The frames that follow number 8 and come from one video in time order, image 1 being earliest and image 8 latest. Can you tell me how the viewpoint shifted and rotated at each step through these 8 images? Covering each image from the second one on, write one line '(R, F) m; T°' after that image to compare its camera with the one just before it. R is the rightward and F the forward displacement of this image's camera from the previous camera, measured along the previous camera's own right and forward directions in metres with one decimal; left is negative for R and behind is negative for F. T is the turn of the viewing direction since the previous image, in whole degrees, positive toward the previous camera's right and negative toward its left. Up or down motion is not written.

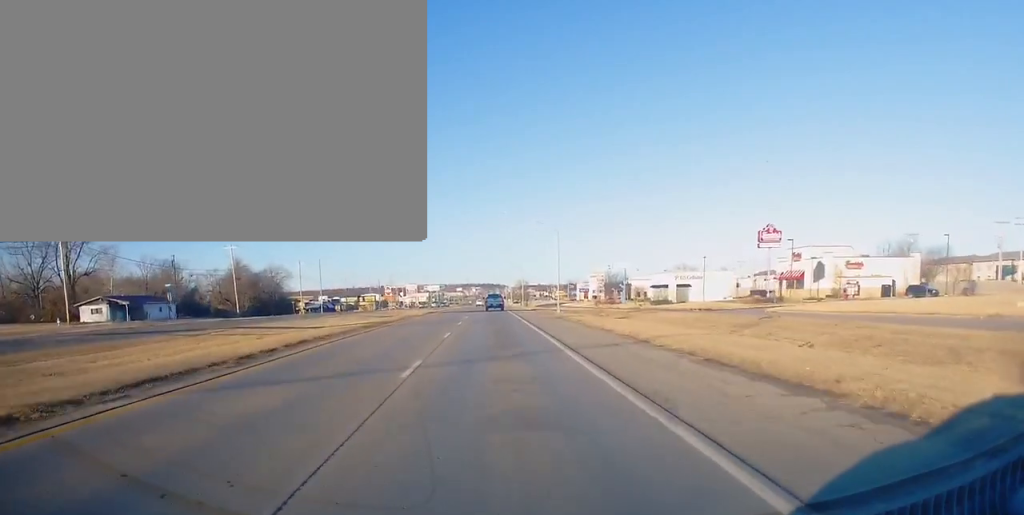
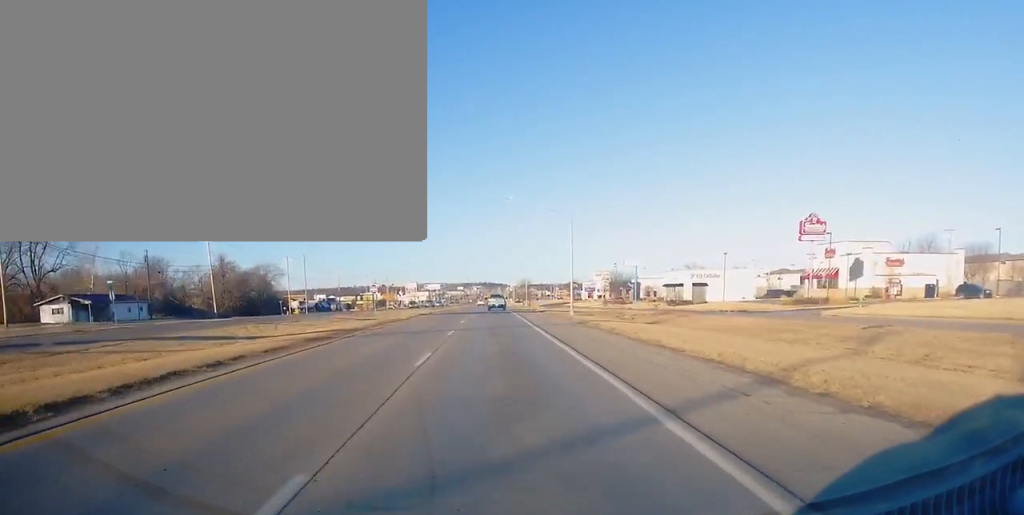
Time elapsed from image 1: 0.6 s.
(-0.2, +11.7) m; 0°
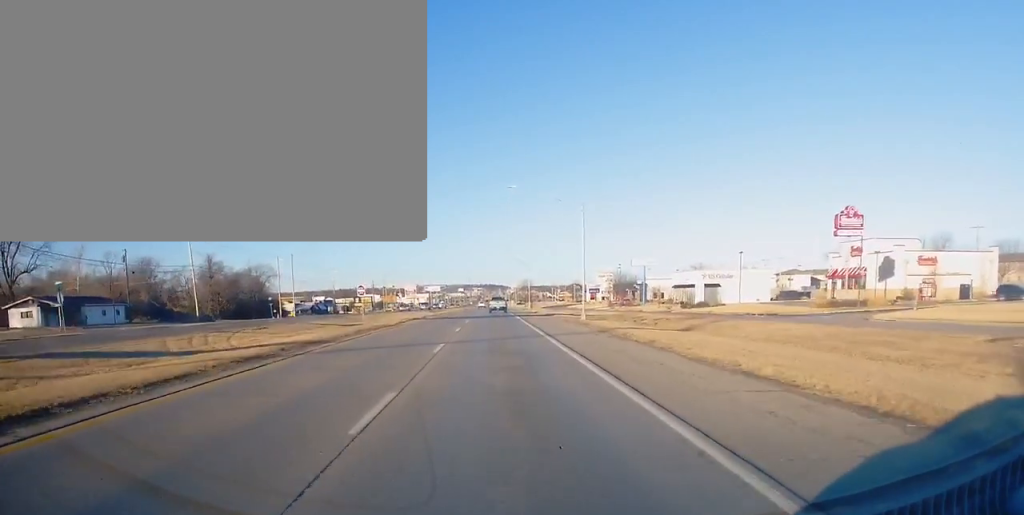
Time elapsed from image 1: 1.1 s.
(-0.2, +8.0) m; 0°
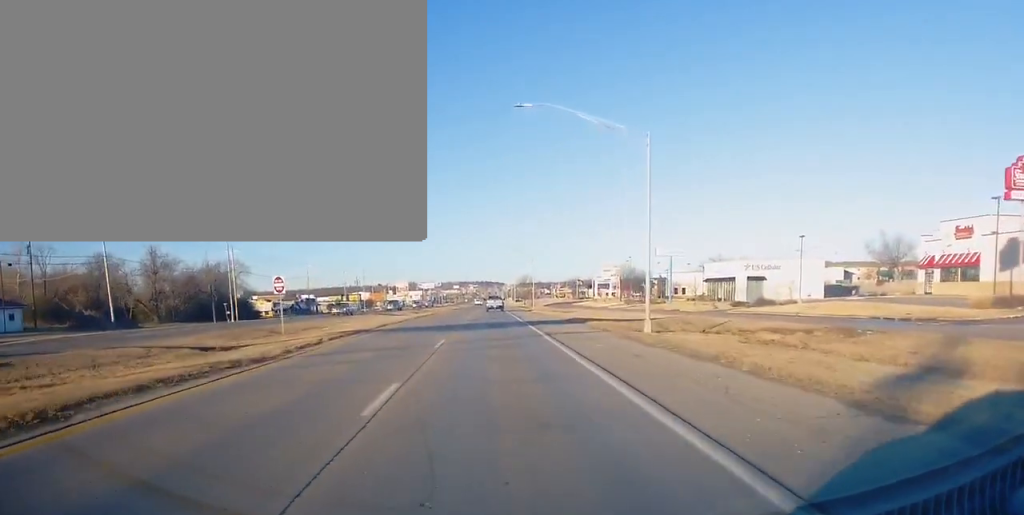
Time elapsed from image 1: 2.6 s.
(+0.6, +25.5) m; +2°
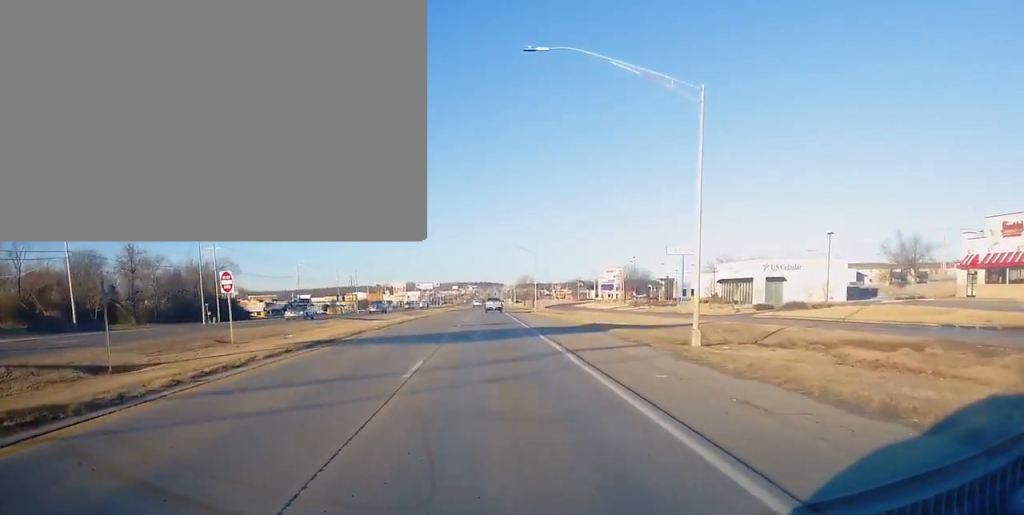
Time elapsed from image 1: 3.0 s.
(0.0, +8.5) m; 0°
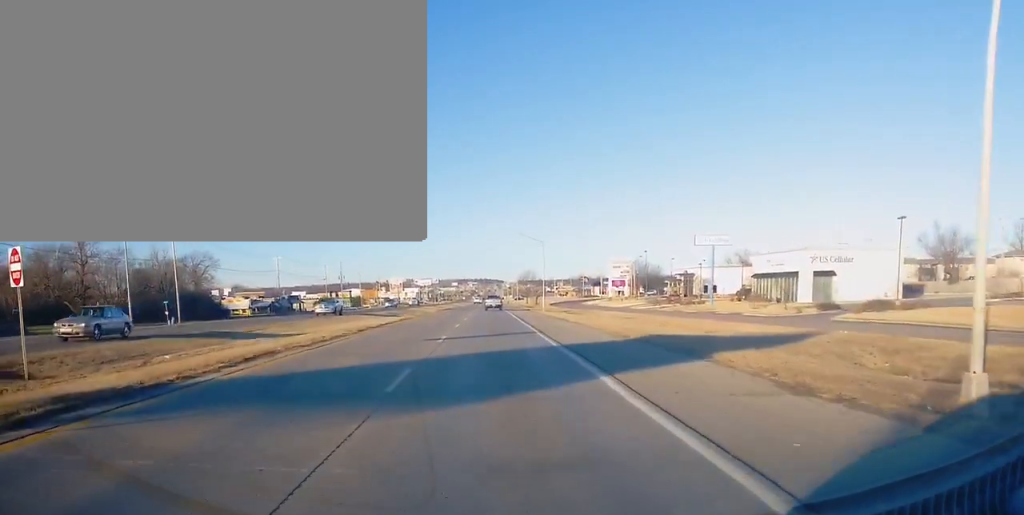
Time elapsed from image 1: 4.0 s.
(0.0, +16.4) m; 0°
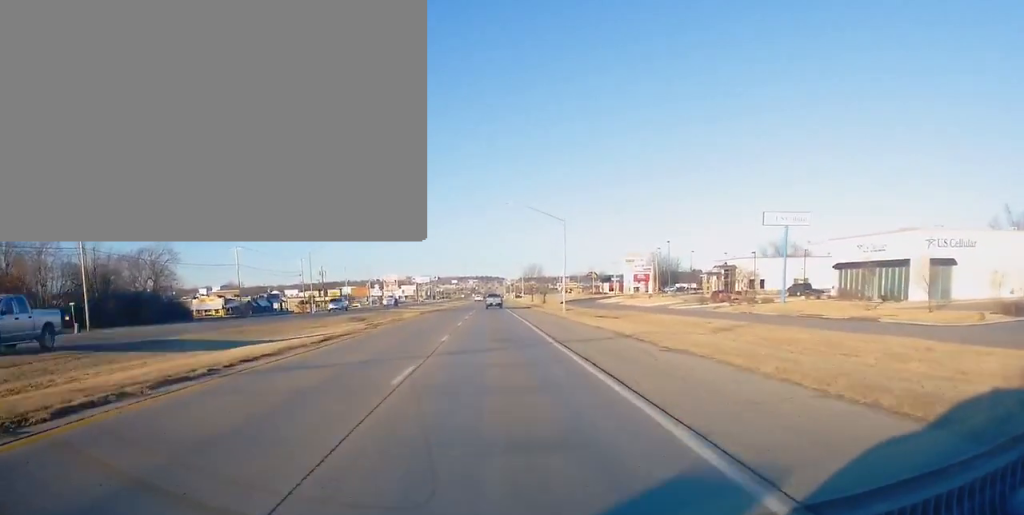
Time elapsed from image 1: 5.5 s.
(-0.2, +26.5) m; -2°
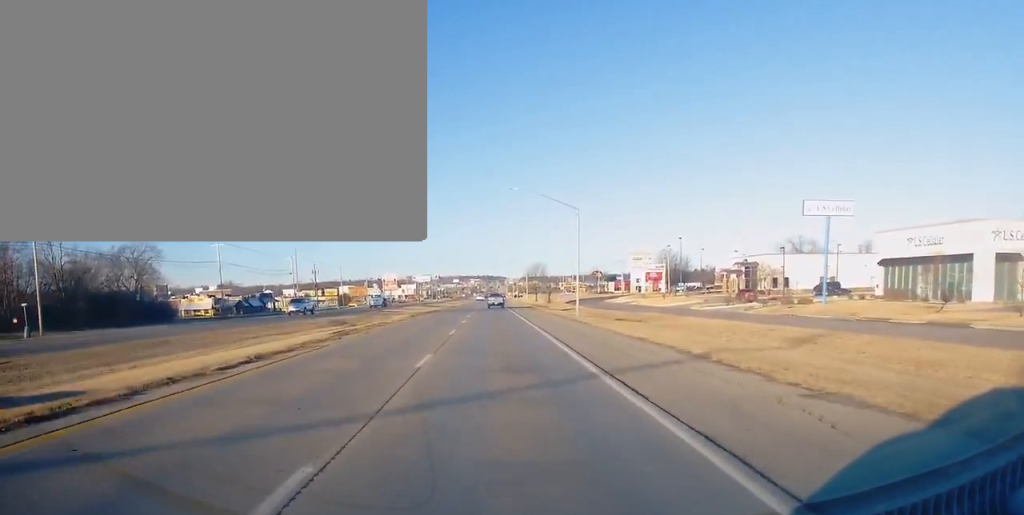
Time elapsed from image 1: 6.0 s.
(-0.3, +10.0) m; 0°
